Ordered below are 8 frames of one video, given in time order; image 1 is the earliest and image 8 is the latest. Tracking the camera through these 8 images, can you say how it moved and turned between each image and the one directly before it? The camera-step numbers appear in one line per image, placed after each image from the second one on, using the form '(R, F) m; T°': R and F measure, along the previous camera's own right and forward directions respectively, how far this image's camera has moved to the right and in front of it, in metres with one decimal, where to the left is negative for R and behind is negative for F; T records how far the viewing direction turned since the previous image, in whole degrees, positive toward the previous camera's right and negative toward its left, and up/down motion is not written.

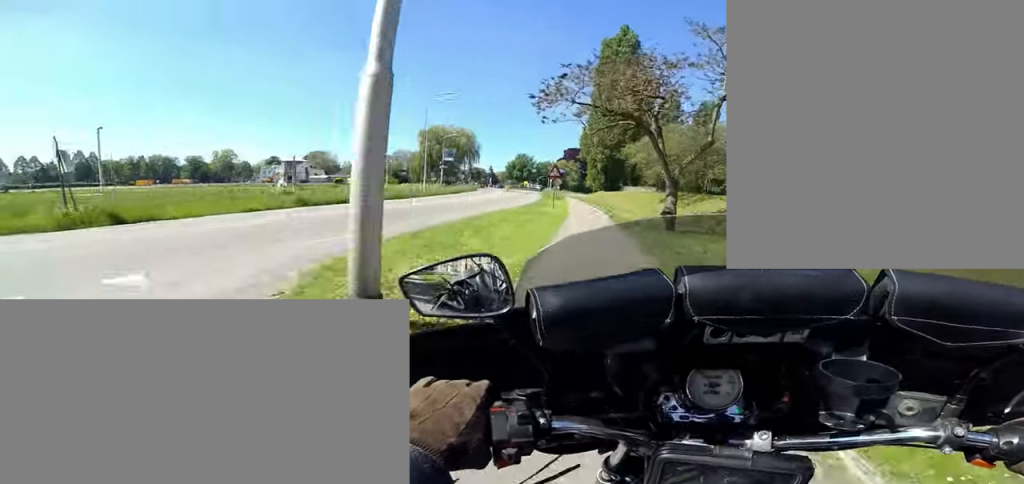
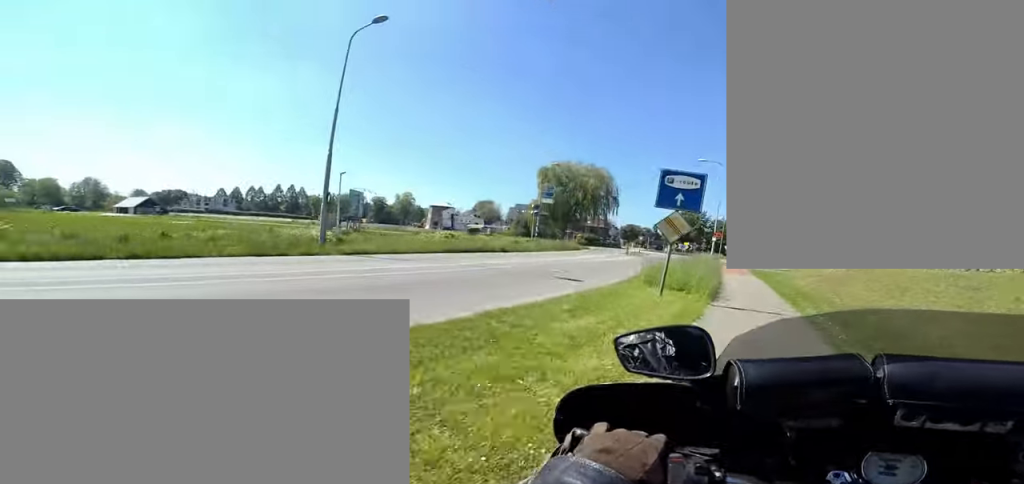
(-2.2, +24.1) m; -5°
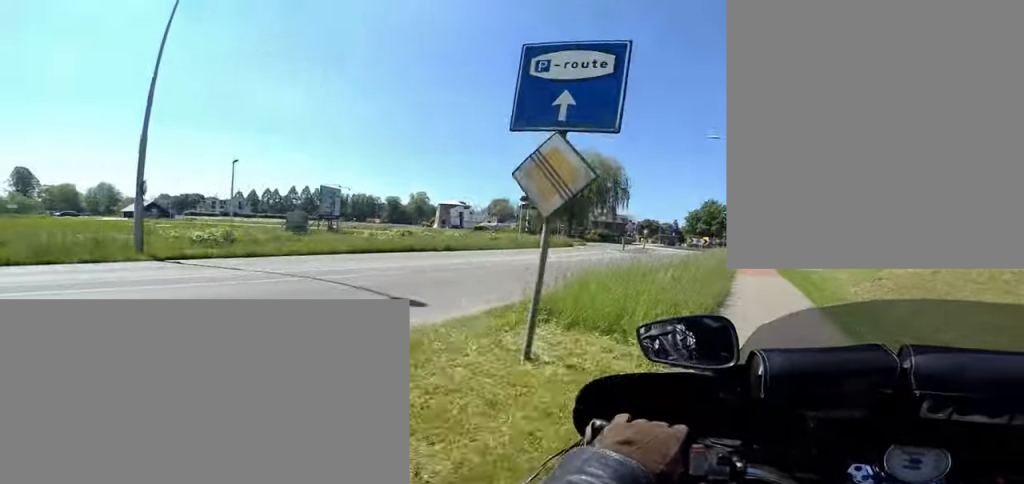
(-0.2, +6.0) m; +1°
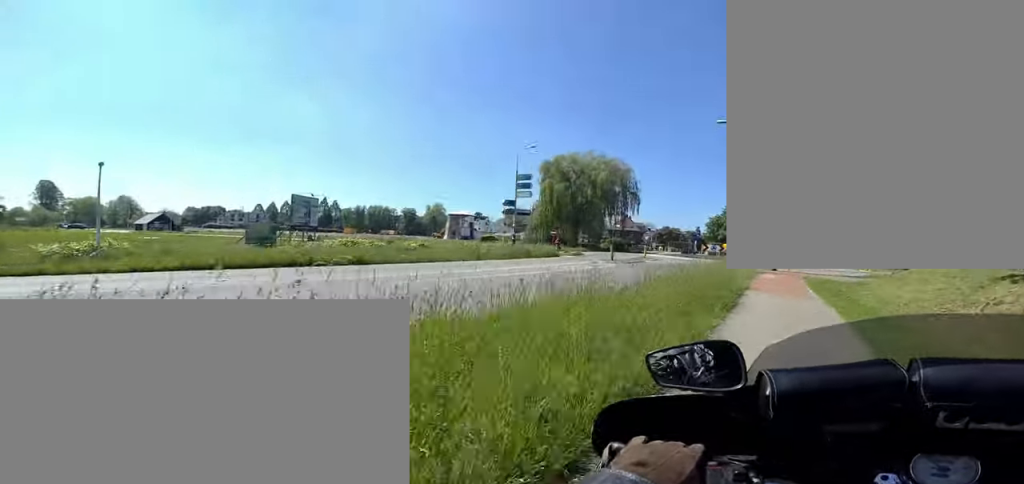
(+0.7, +5.5) m; 0°
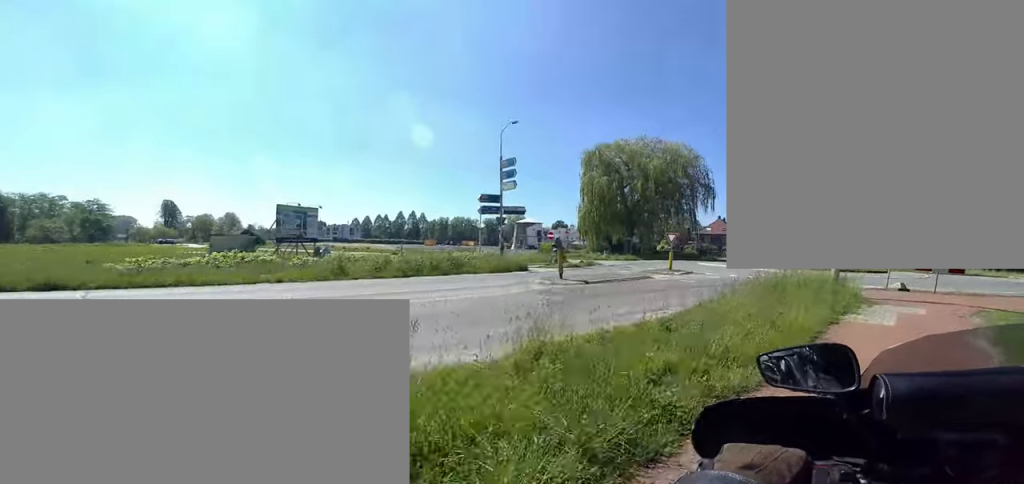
(-1.3, +11.4) m; -8°
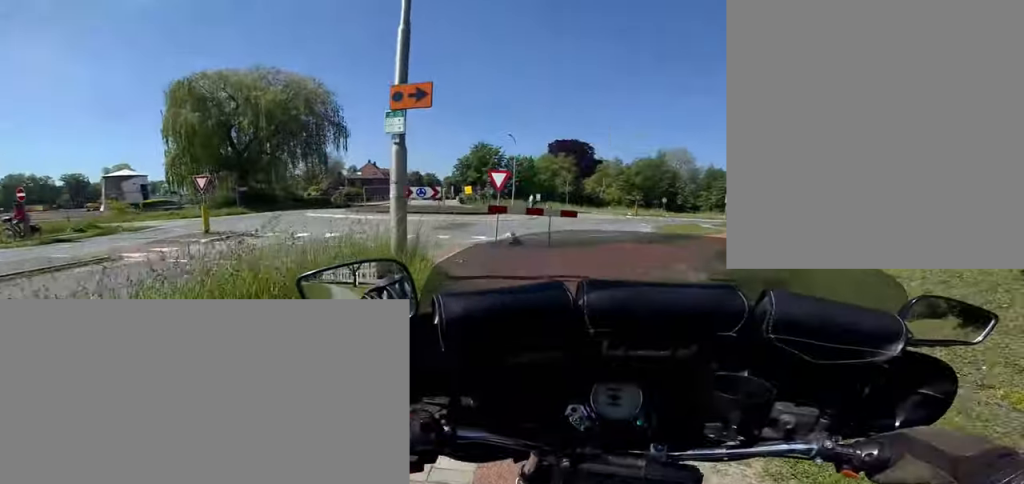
(0.0, +7.8) m; +12°
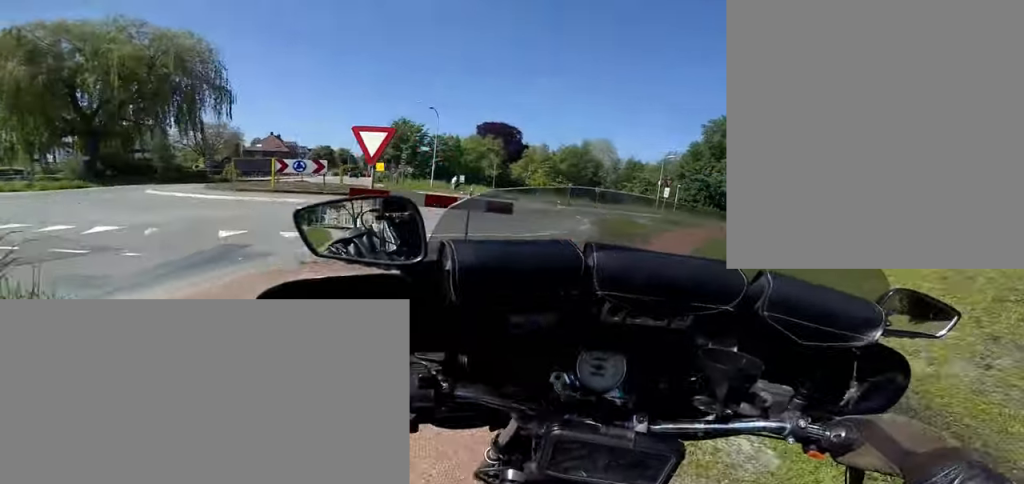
(+1.0, +4.2) m; +19°
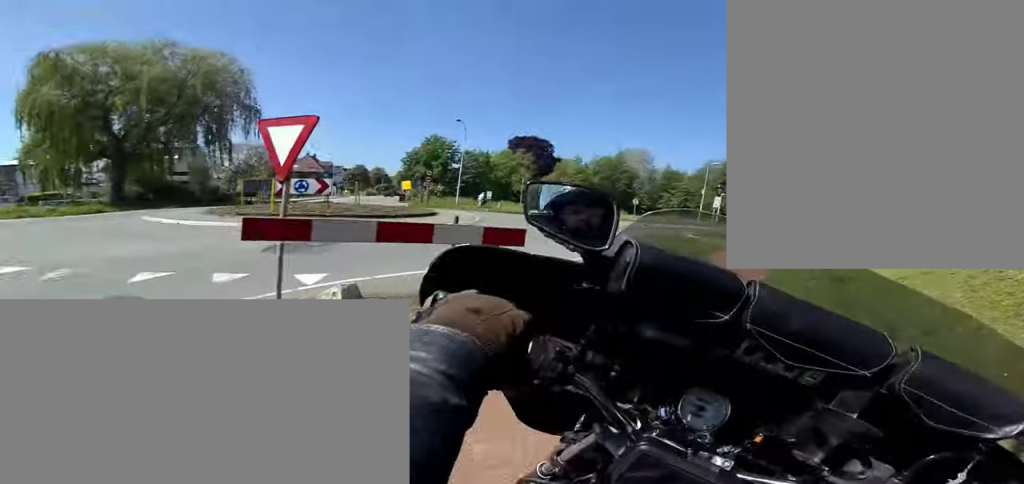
(+0.3, +2.3) m; +7°
